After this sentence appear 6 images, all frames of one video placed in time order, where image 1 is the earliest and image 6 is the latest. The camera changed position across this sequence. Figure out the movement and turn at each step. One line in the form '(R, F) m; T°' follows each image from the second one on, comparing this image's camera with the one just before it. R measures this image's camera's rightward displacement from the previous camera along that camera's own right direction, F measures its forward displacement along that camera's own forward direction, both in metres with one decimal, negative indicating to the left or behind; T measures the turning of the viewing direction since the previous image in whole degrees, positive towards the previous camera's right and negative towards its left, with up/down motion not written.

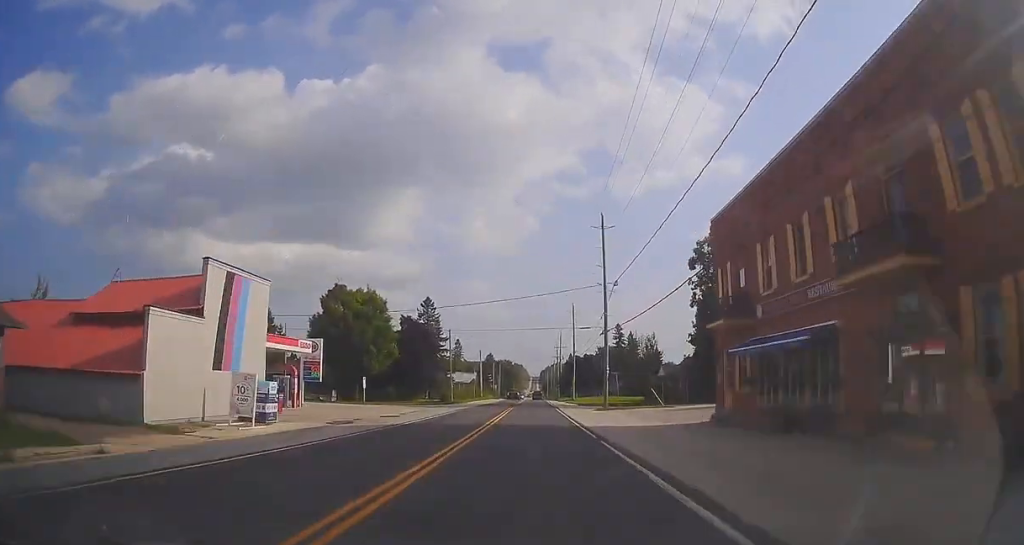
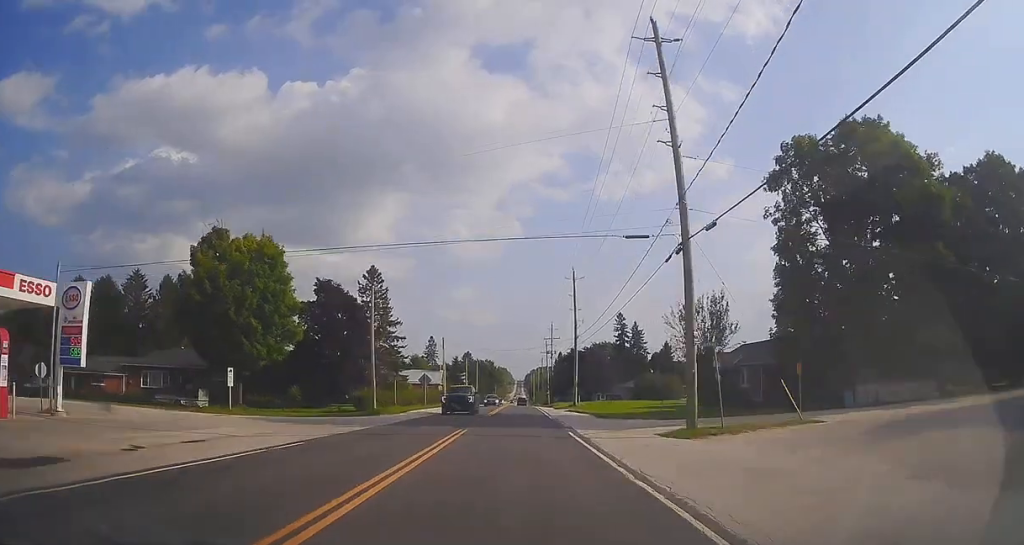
(-0.1, +28.1) m; +1°
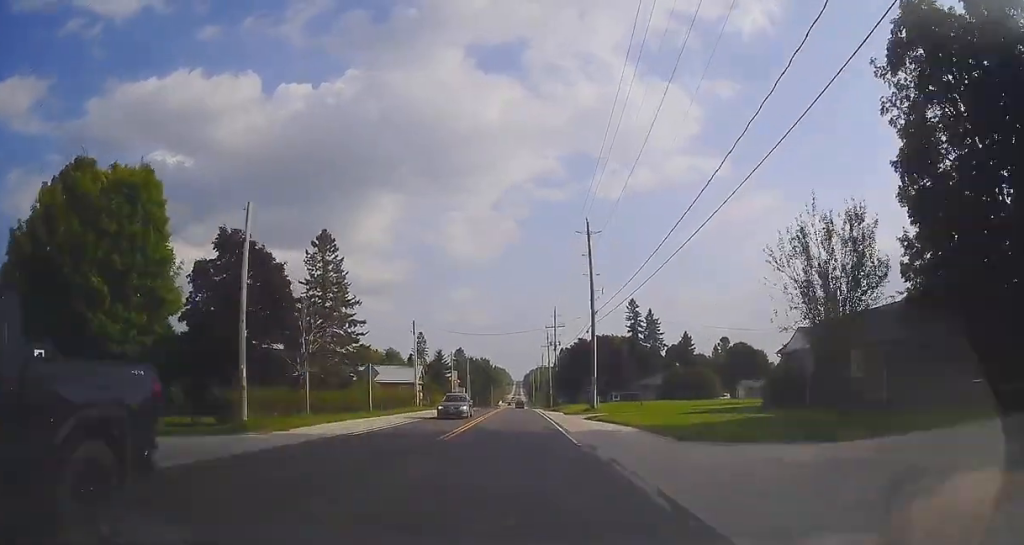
(+0.3, +17.8) m; +1°
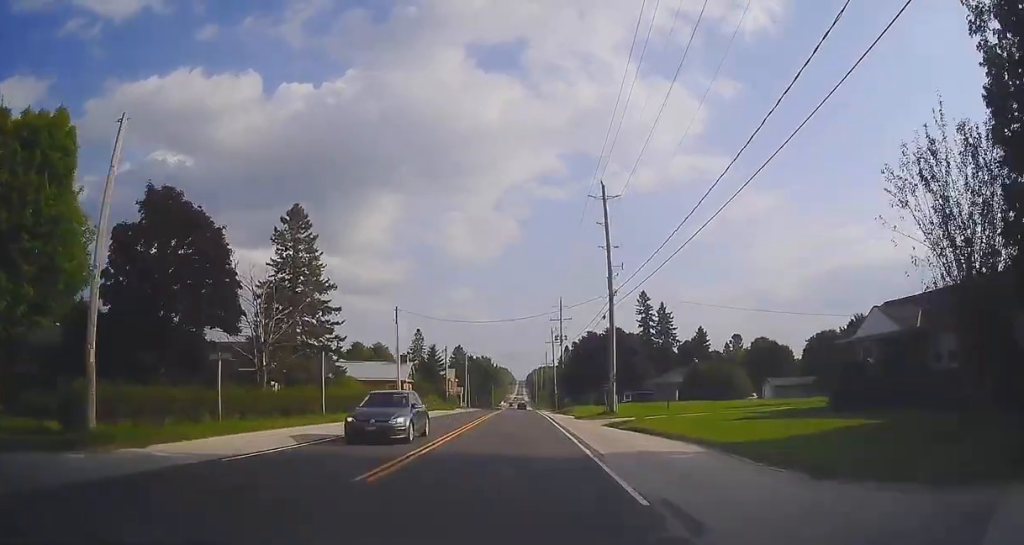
(0.0, +8.2) m; 0°
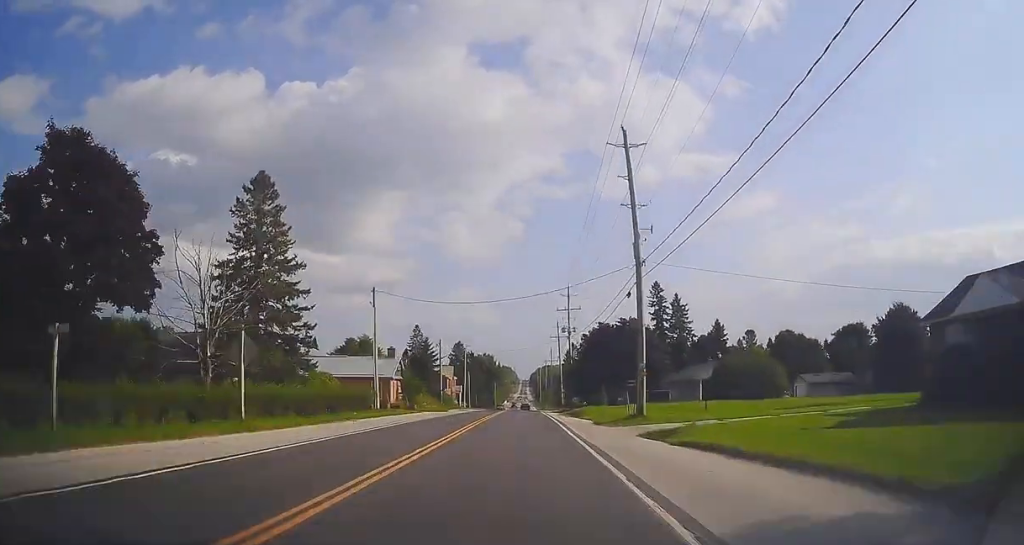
(0.0, +7.8) m; 0°
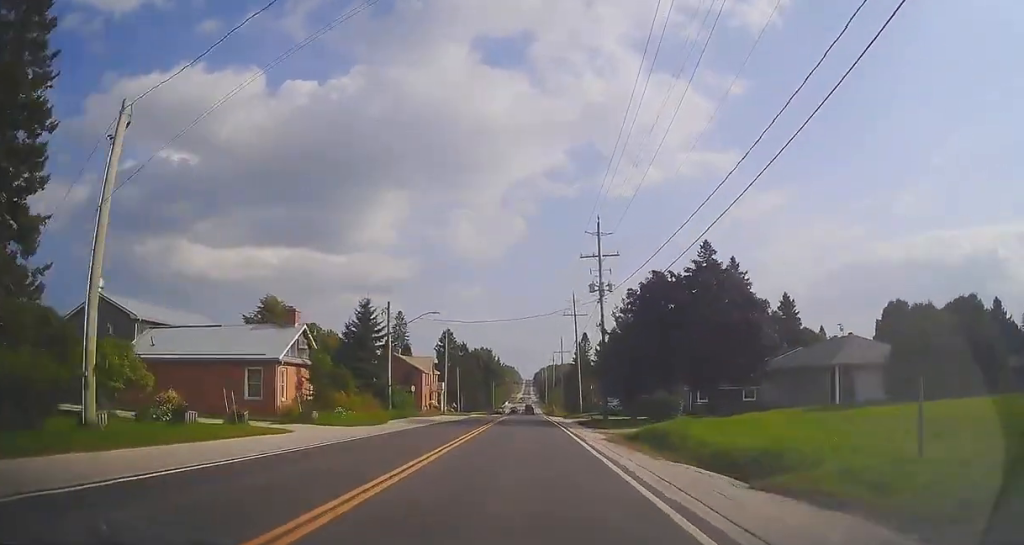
(-0.1, +26.9) m; 0°
